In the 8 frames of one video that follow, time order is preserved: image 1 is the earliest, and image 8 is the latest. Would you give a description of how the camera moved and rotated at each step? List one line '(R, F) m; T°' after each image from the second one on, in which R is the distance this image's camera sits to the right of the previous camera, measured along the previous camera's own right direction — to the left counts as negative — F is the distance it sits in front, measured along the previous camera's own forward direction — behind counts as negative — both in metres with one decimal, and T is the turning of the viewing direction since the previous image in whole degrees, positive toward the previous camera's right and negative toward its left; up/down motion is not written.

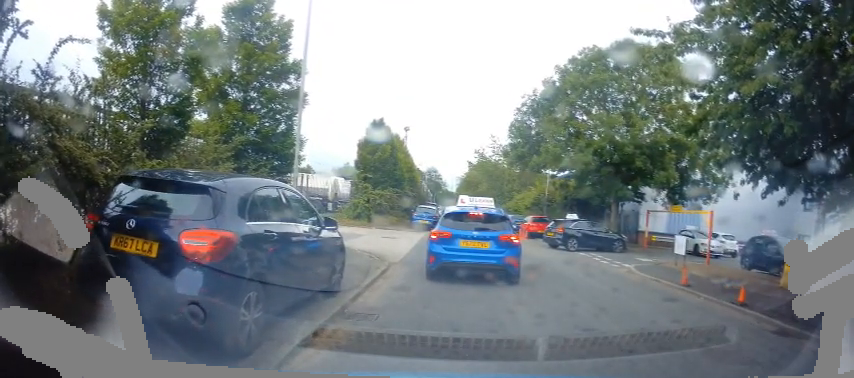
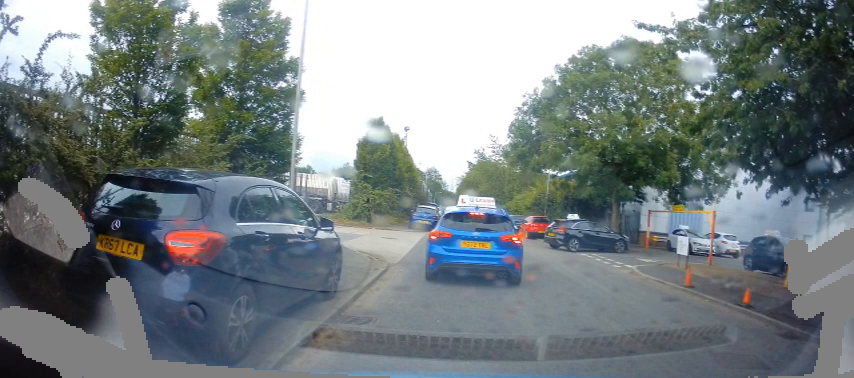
(+0.1, +0.2) m; 0°
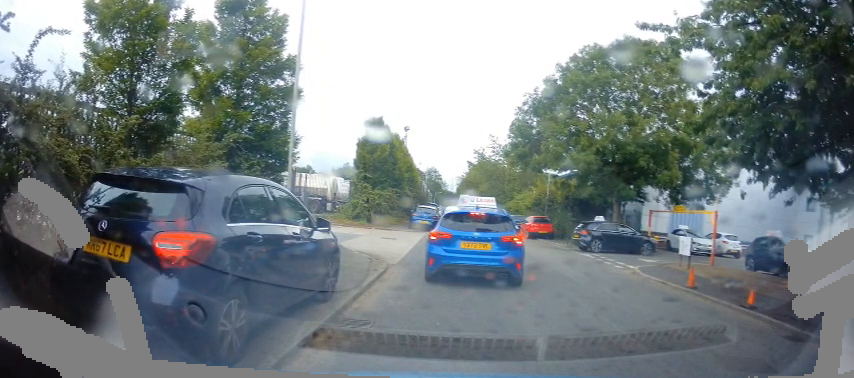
(+0.1, +0.2) m; 0°
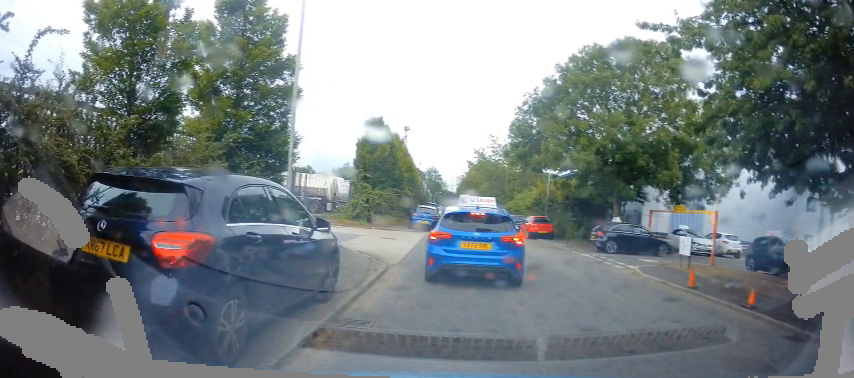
(0.0, +0.1) m; 0°
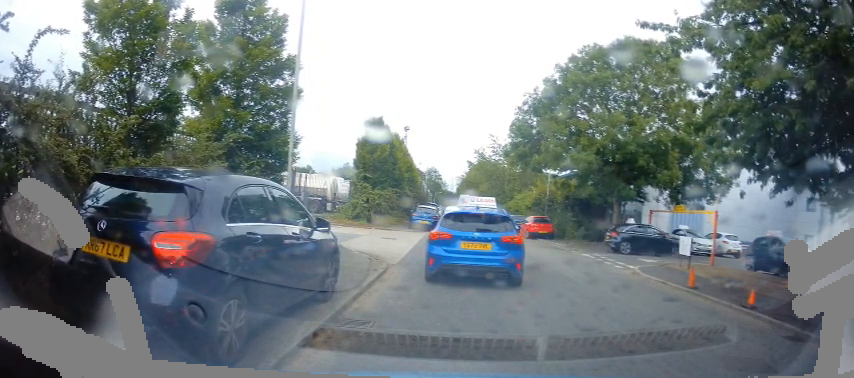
(0.0, 0.0) m; 0°
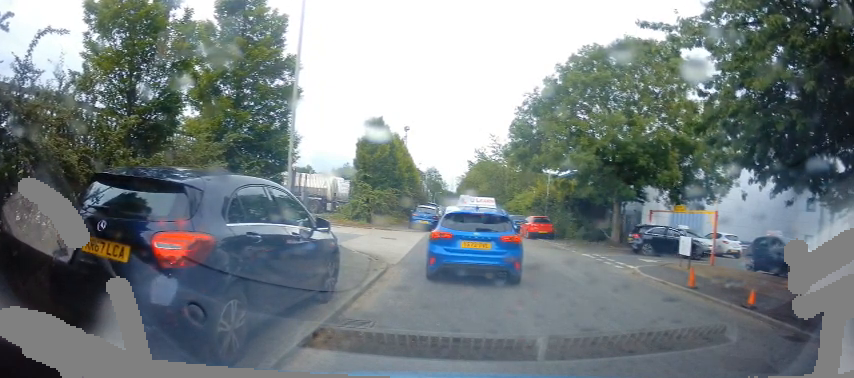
(0.0, 0.0) m; 0°
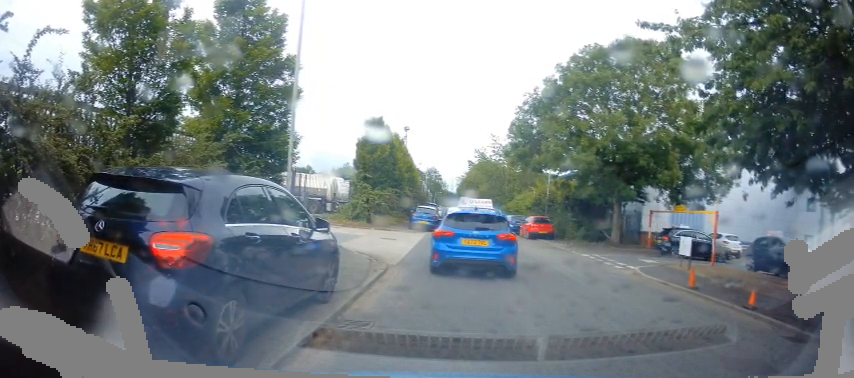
(0.0, 0.0) m; 0°
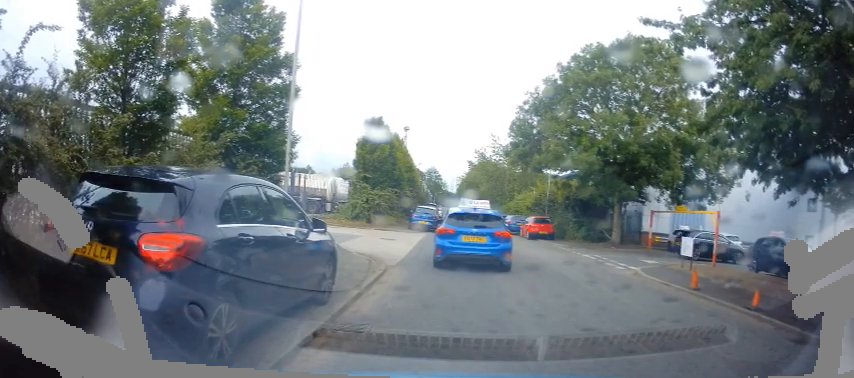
(-0.1, +0.1) m; 0°
